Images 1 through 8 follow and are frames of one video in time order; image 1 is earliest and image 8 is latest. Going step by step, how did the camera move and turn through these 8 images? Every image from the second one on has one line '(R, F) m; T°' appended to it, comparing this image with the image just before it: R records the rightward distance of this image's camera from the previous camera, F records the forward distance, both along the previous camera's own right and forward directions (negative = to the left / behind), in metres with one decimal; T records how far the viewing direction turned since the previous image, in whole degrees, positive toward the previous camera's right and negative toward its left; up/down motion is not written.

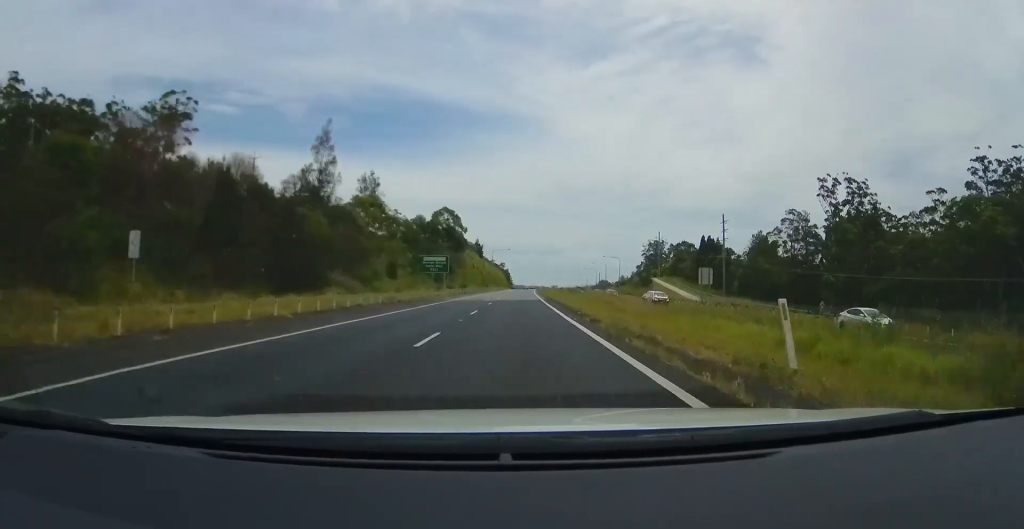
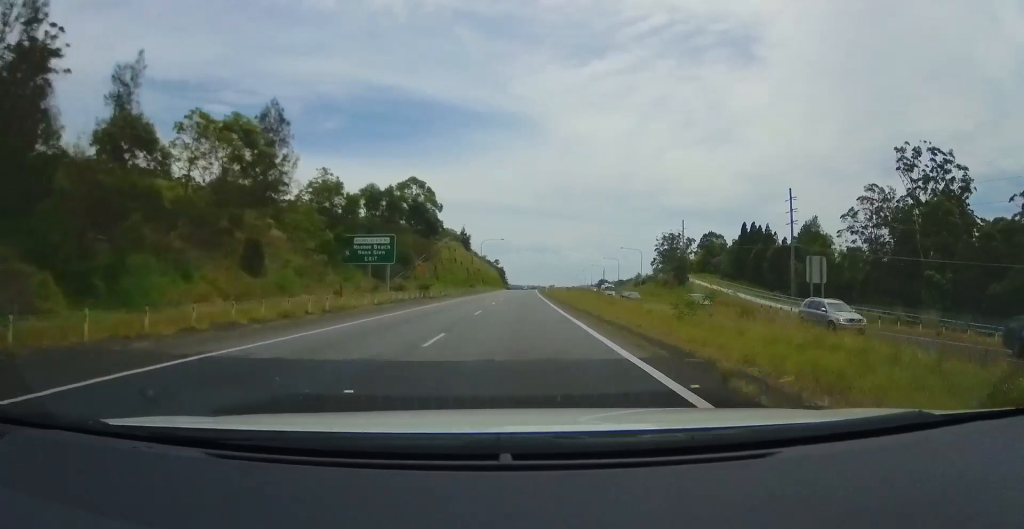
(+0.5, +35.9) m; +2°
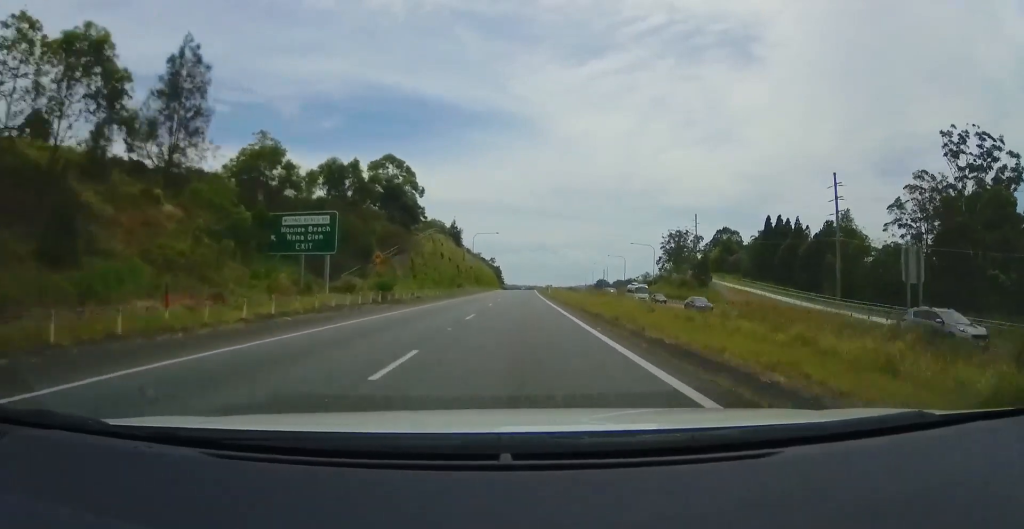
(+0.1, +15.6) m; +1°
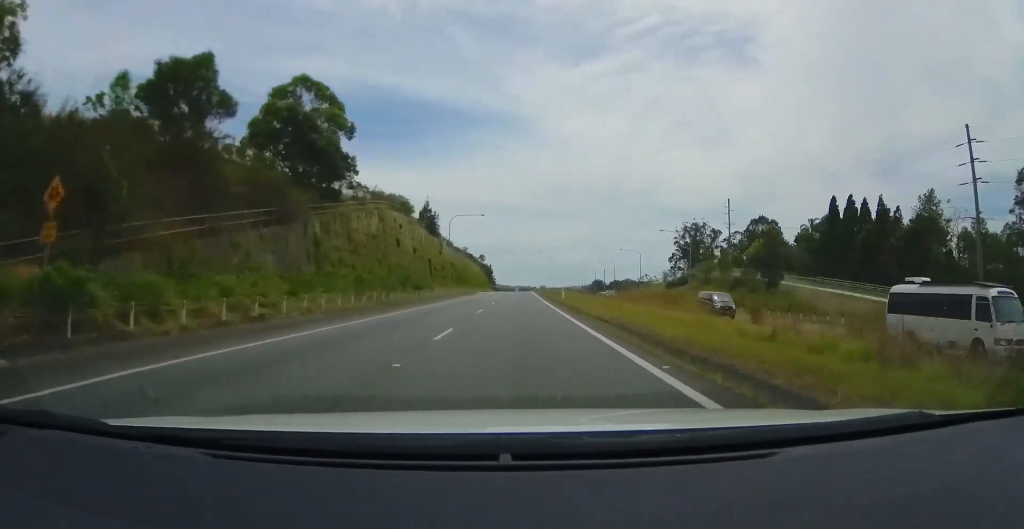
(+0.2, +31.2) m; +1°
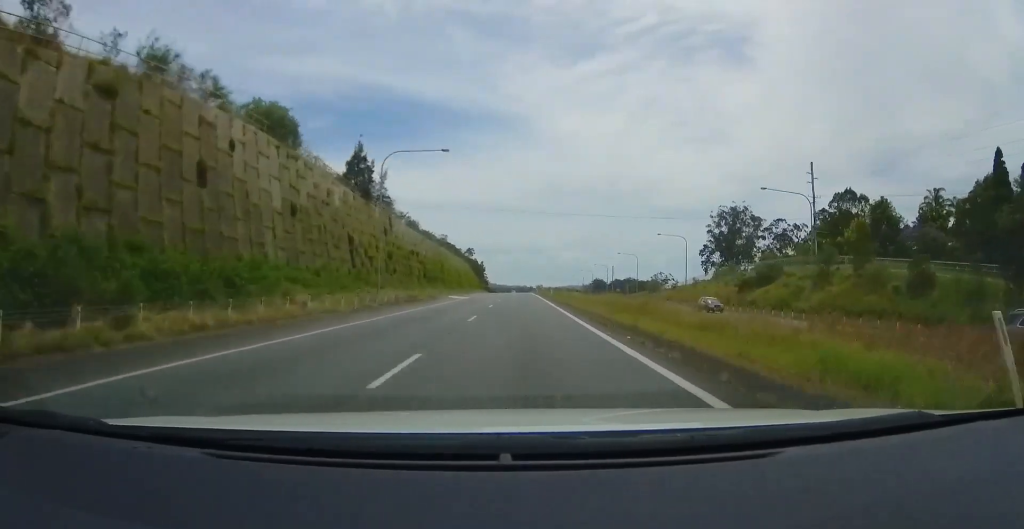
(+0.4, +41.9) m; +1°
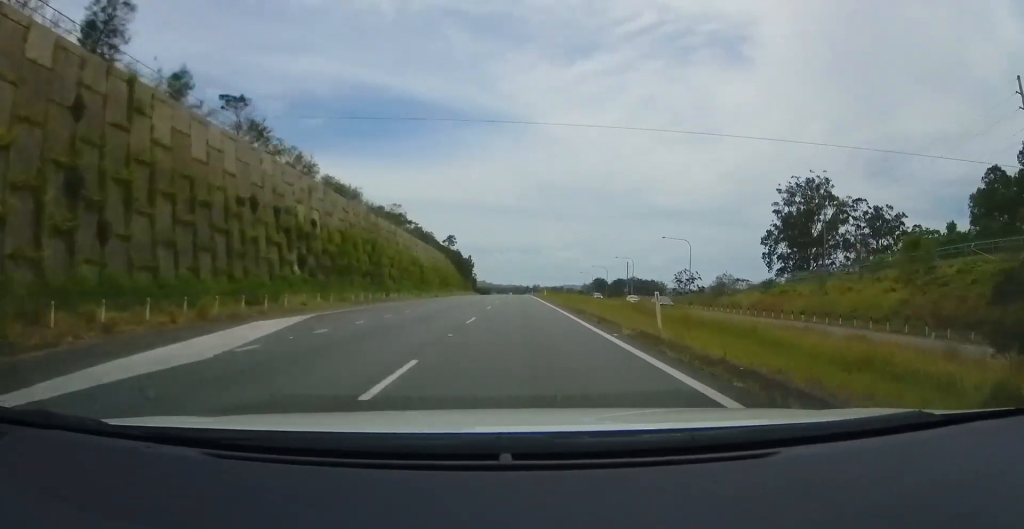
(-0.2, +48.9) m; -1°
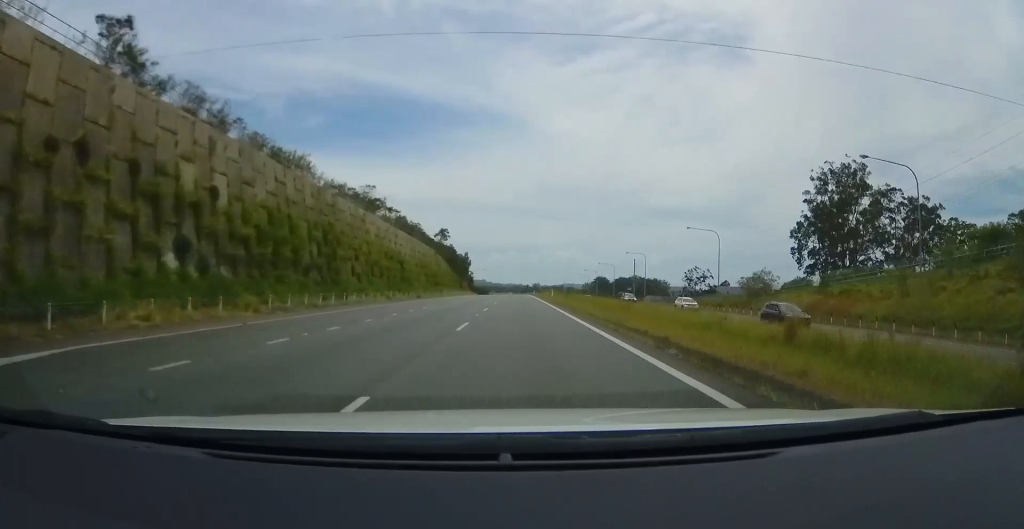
(-0.2, +14.4) m; 0°
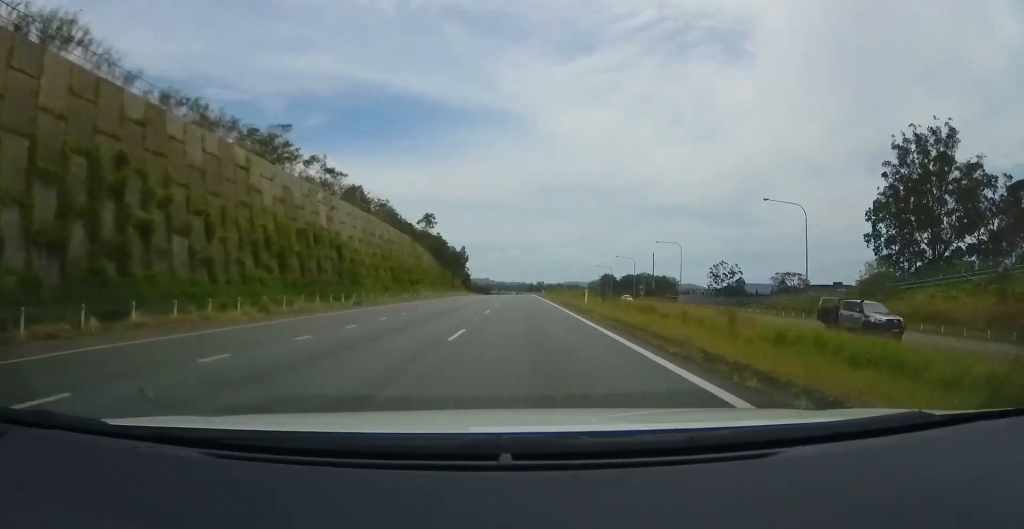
(+0.2, +27.7) m; +1°
